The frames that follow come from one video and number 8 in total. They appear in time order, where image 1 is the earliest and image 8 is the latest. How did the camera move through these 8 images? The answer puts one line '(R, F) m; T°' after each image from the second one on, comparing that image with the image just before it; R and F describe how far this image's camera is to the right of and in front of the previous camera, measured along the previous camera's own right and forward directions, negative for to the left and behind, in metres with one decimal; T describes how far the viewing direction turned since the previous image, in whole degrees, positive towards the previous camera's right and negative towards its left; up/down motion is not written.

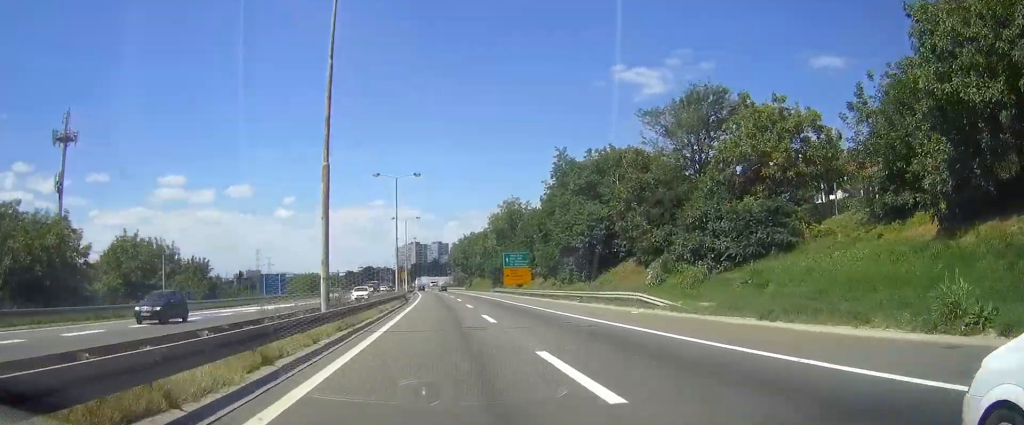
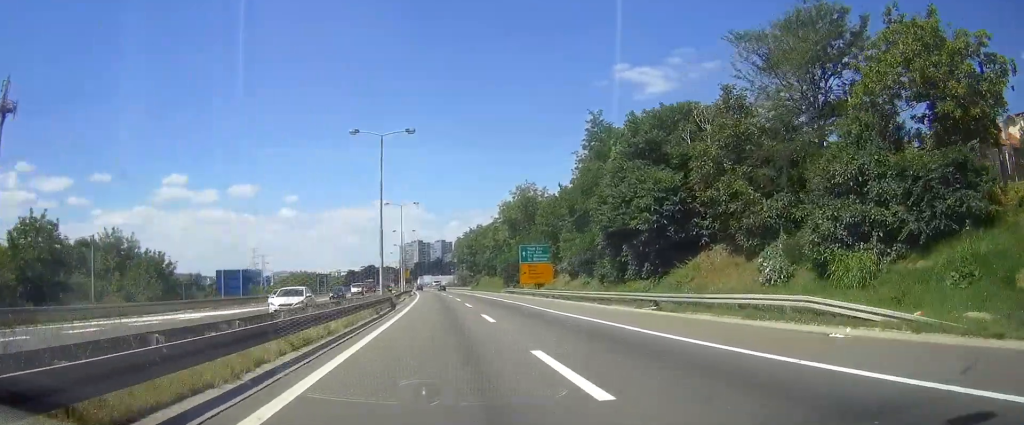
(-0.1, +17.6) m; 0°
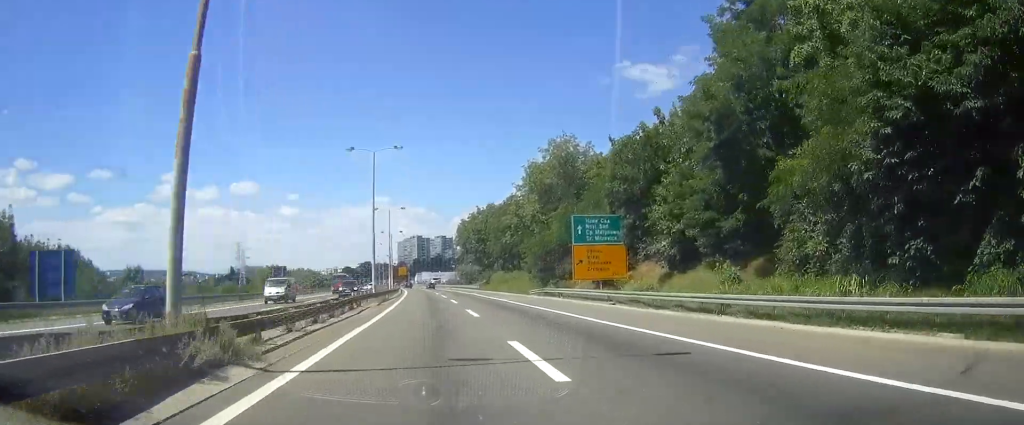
(0.0, +34.2) m; 0°
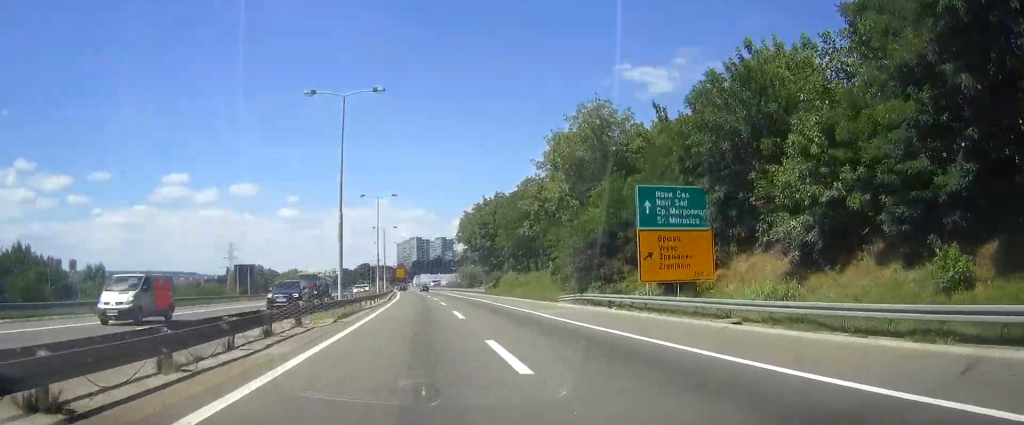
(0.0, +16.5) m; 0°
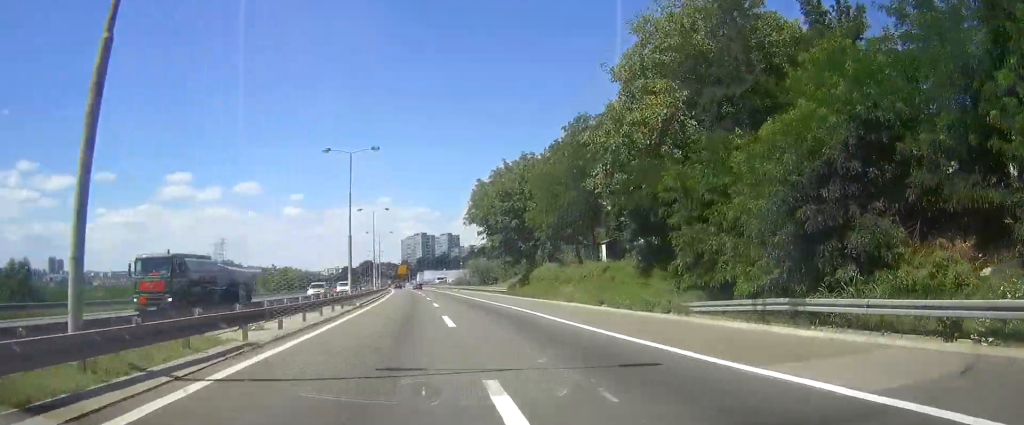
(-0.1, +26.4) m; -1°
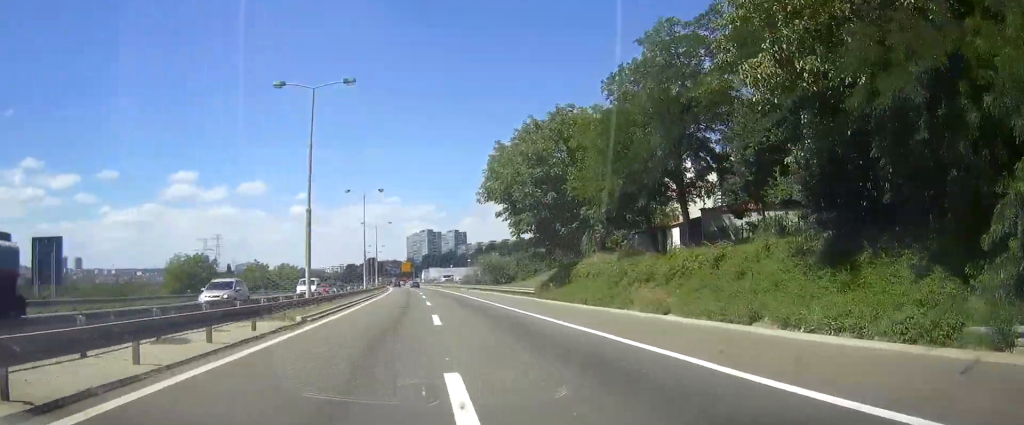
(-0.1, +17.5) m; 0°
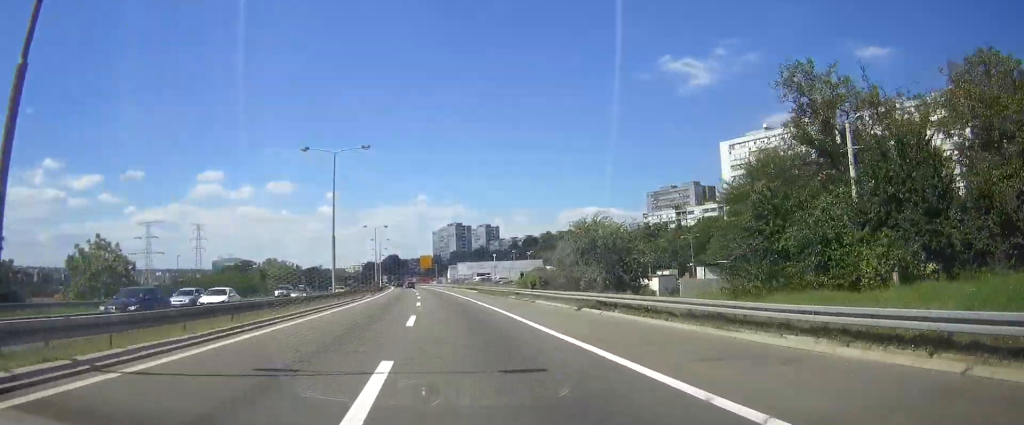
(-1.2, +67.1) m; -2°
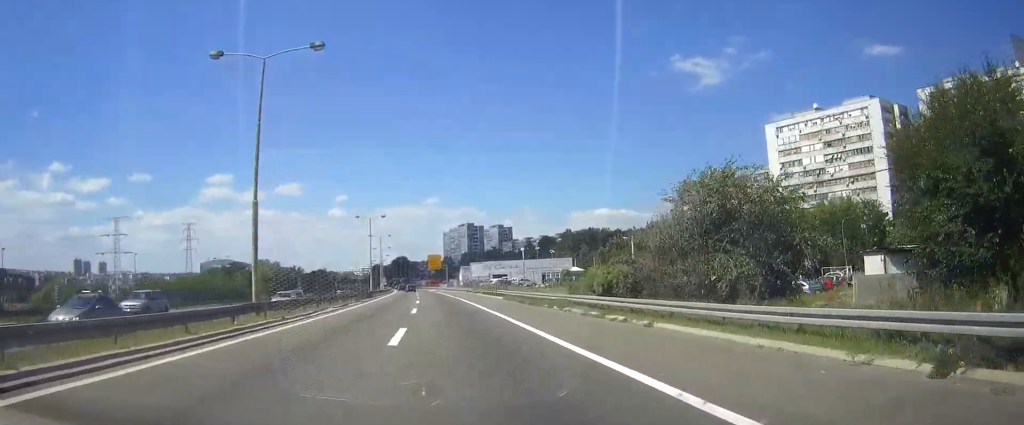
(-0.2, +23.5) m; -1°
